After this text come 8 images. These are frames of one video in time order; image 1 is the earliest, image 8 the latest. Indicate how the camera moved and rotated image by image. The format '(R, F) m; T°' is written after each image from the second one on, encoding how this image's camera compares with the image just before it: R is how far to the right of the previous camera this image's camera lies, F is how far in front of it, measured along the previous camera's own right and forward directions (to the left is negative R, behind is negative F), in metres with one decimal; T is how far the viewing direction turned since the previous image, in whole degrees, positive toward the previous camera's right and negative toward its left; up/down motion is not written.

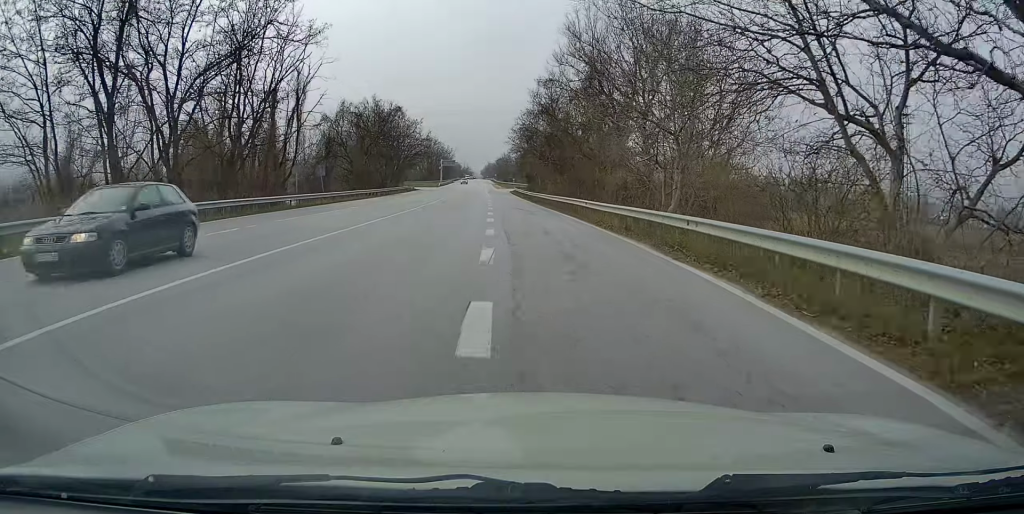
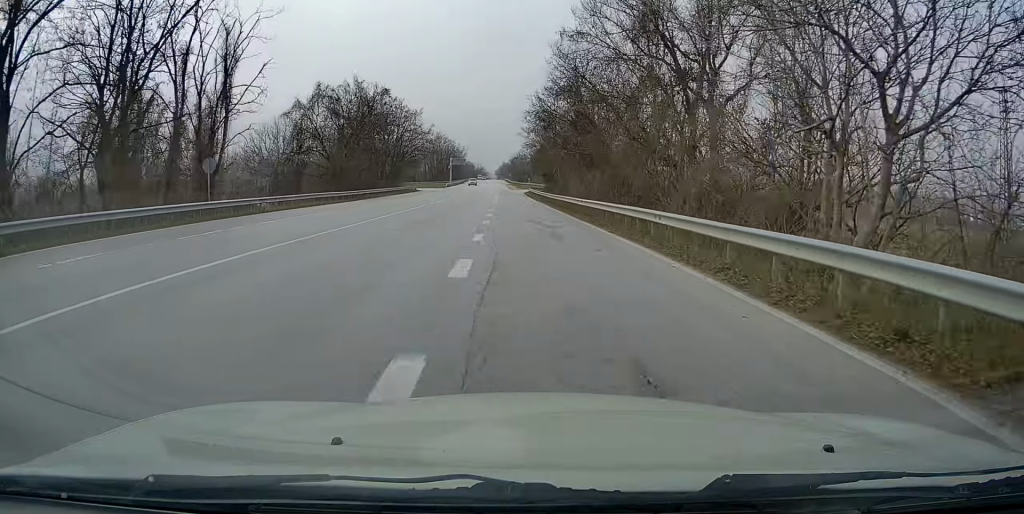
(-0.2, +14.3) m; -1°
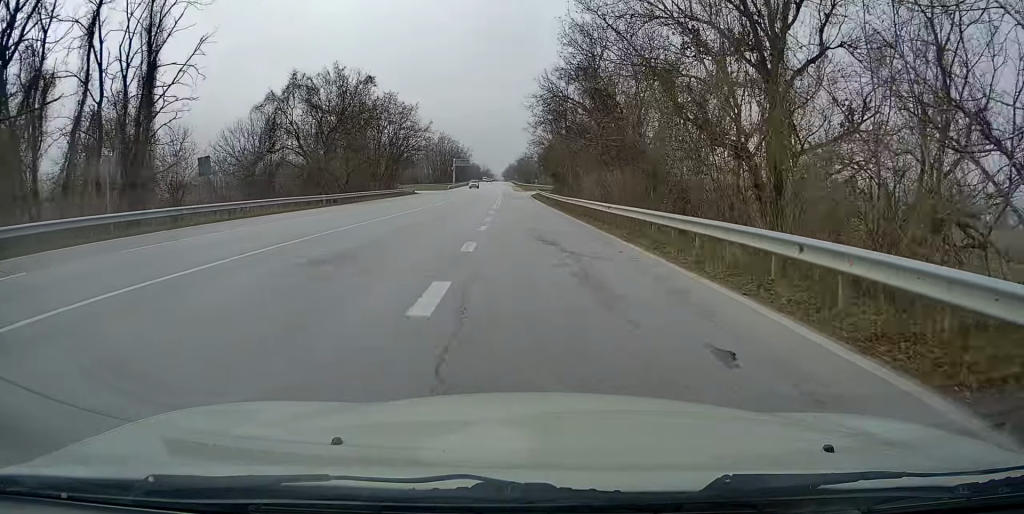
(+0.1, +8.3) m; -1°
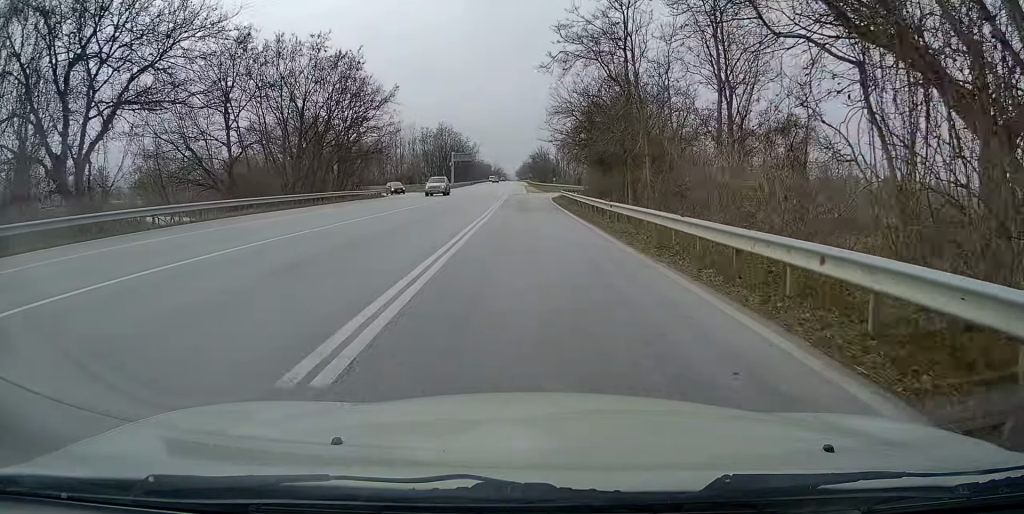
(-0.8, +33.1) m; -2°
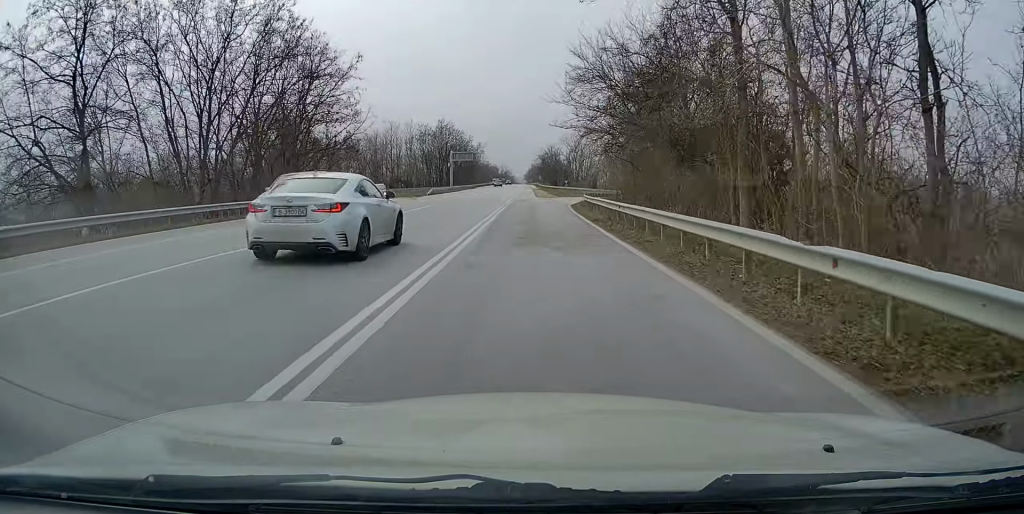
(-0.1, +16.4) m; 0°
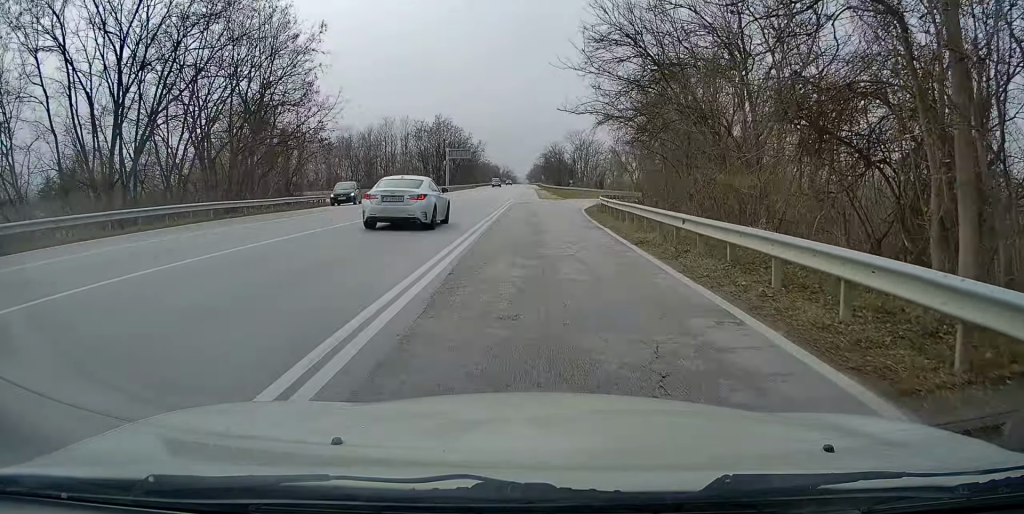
(0.0, +8.8) m; 0°
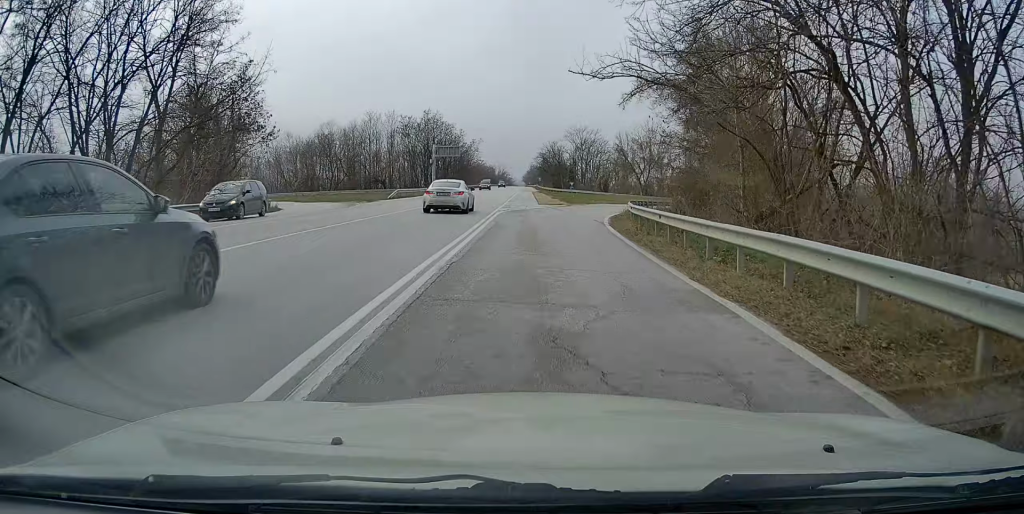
(0.0, +11.9) m; +1°
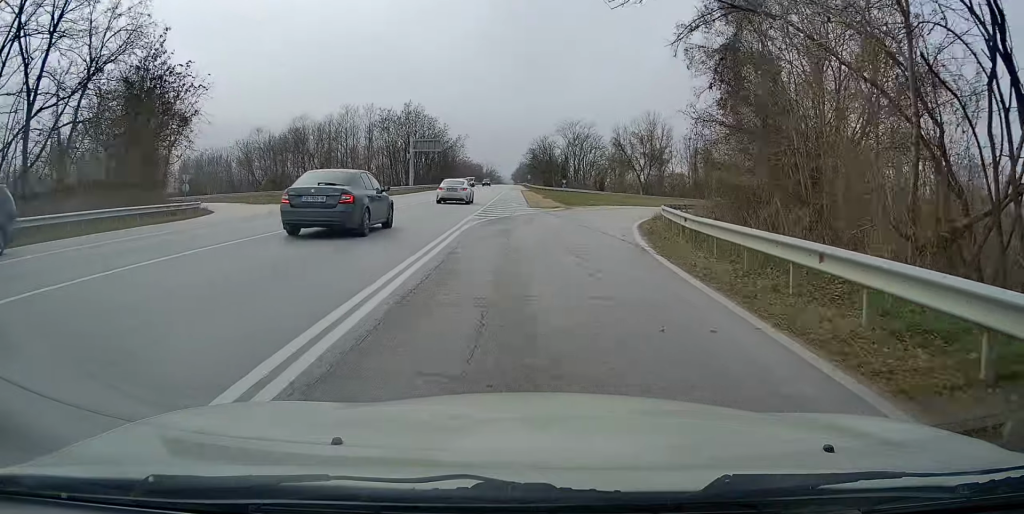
(+0.1, +9.9) m; +2°
